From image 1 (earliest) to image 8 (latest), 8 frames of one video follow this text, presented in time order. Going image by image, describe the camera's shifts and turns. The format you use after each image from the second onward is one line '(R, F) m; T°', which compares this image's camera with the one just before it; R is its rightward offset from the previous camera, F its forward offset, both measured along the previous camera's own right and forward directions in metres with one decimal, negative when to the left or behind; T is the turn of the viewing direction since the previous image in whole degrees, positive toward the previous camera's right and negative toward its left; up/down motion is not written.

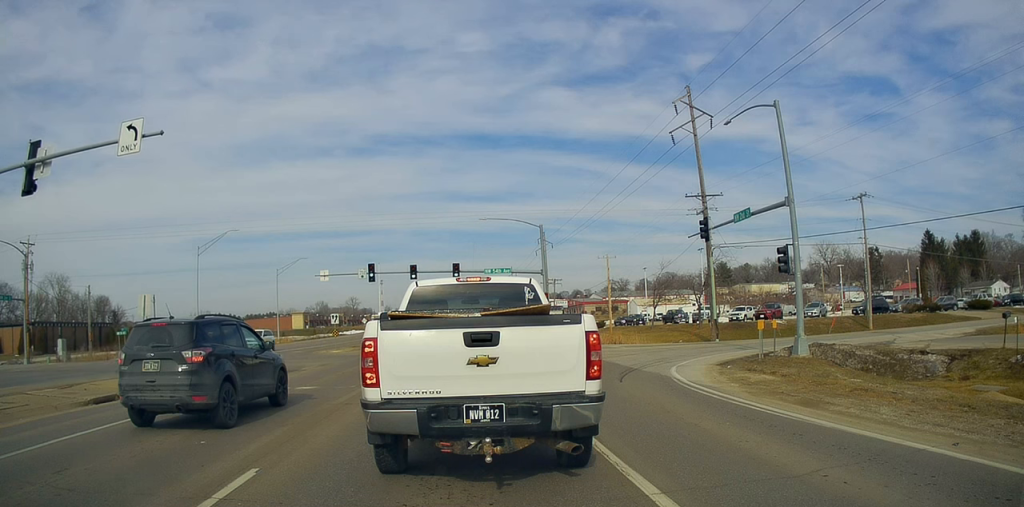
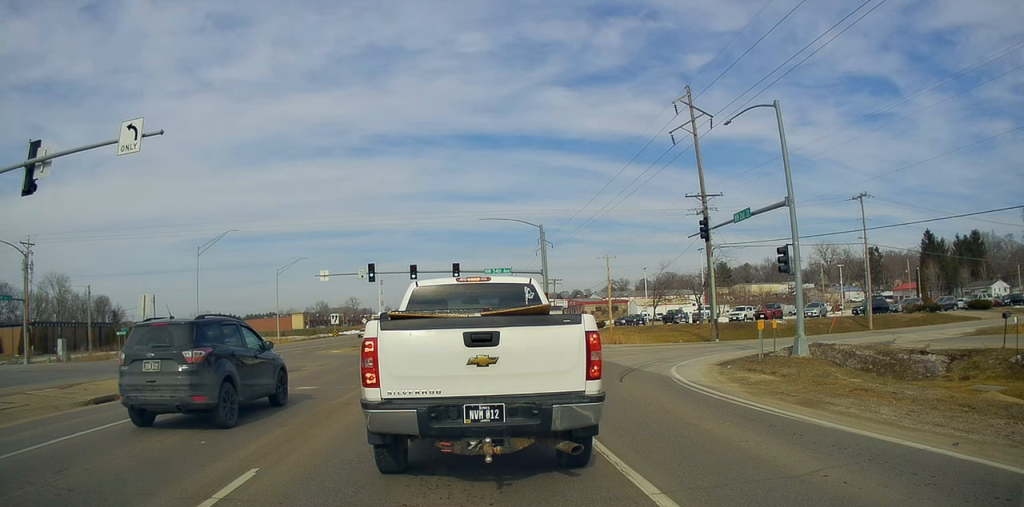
(0.0, 0.0) m; 0°
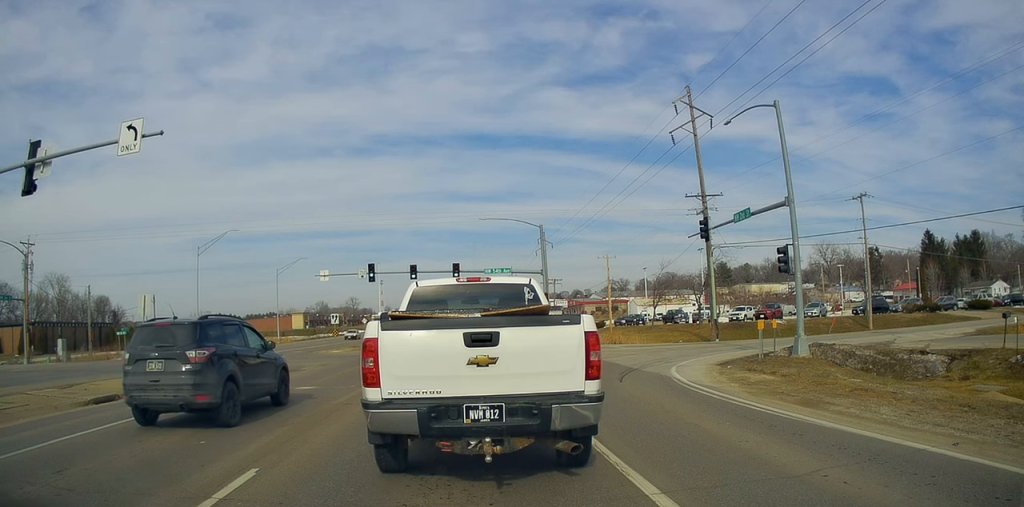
(0.0, 0.0) m; 0°
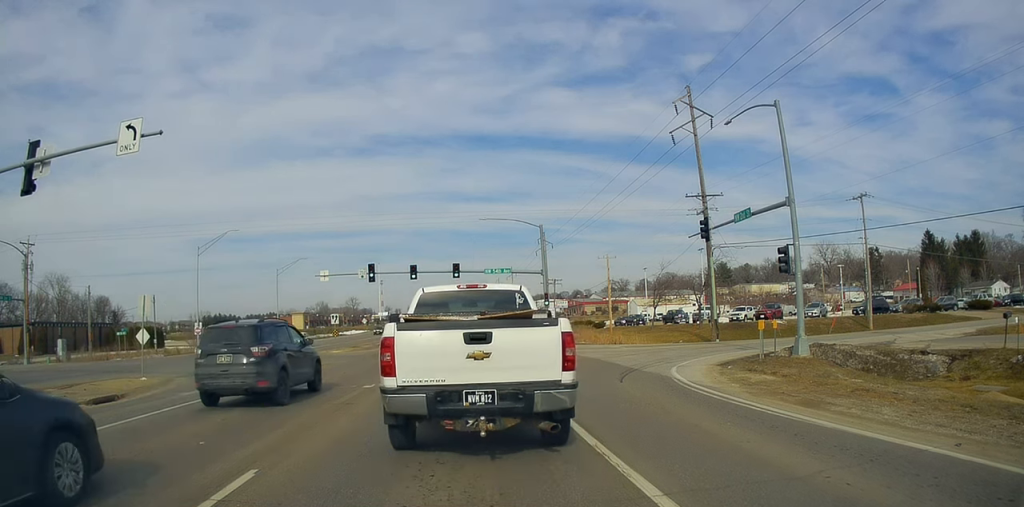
(0.0, 0.0) m; 0°
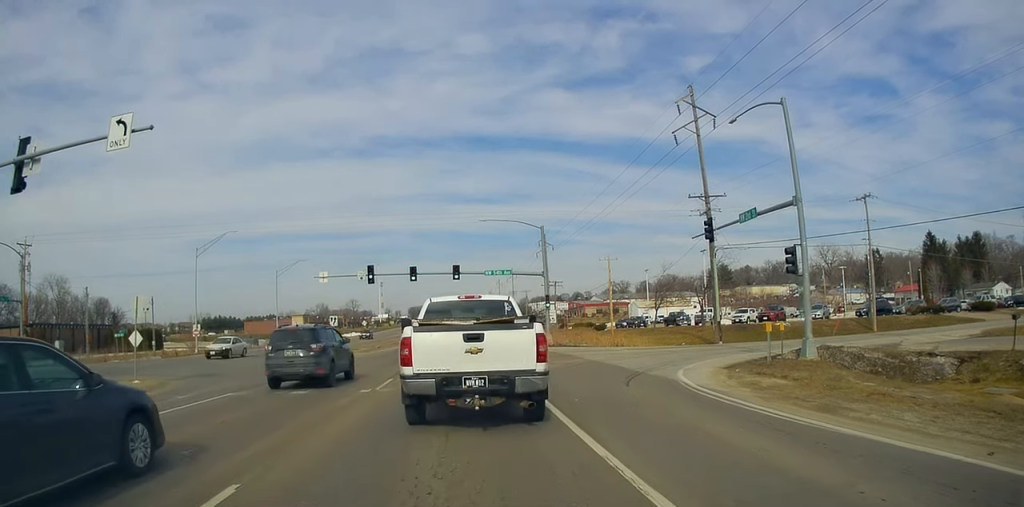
(0.0, +0.1) m; 0°
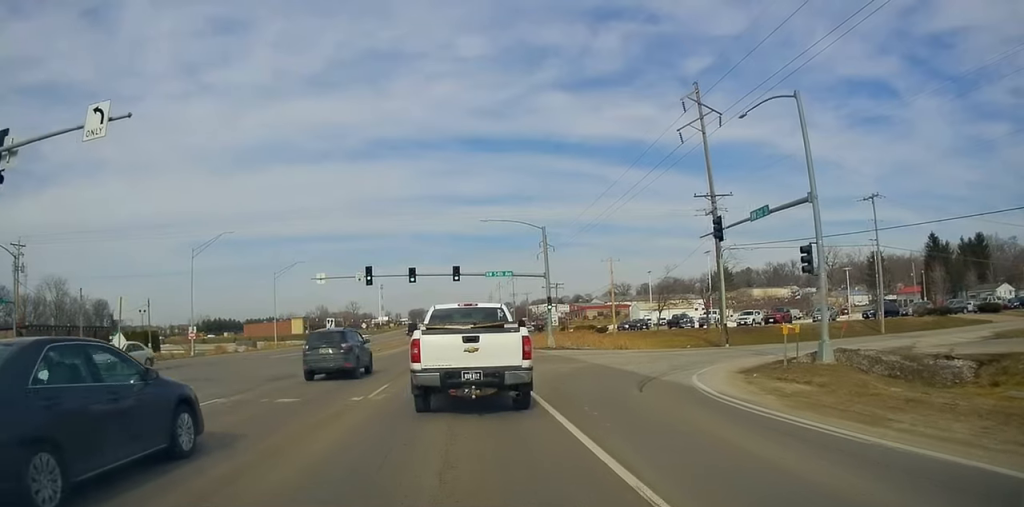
(0.0, +0.3) m; 0°
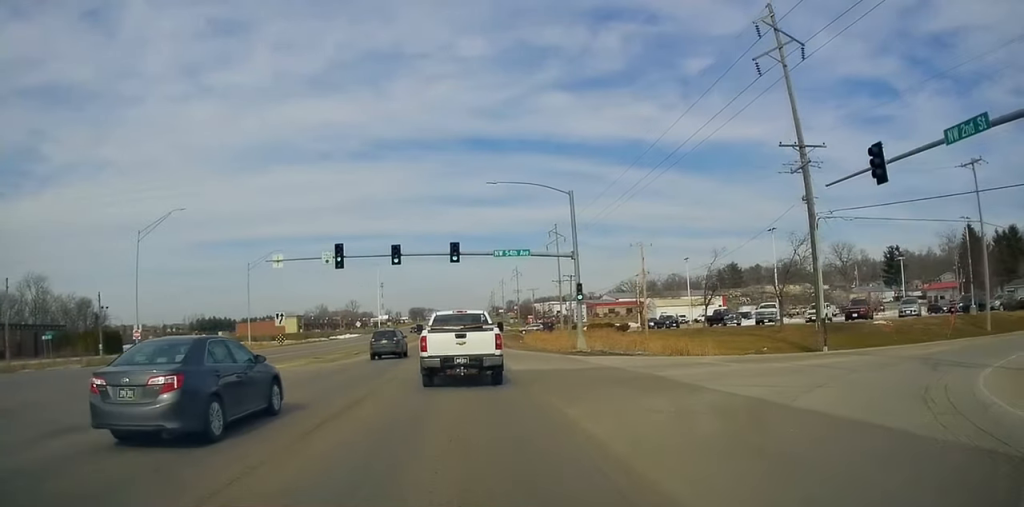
(0.0, +8.0) m; -1°
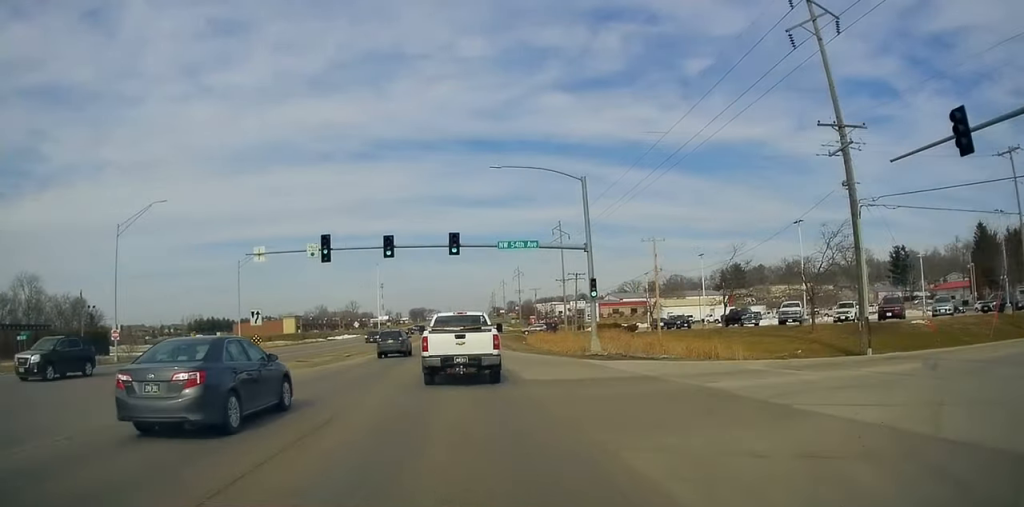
(0.0, +3.2) m; -1°
